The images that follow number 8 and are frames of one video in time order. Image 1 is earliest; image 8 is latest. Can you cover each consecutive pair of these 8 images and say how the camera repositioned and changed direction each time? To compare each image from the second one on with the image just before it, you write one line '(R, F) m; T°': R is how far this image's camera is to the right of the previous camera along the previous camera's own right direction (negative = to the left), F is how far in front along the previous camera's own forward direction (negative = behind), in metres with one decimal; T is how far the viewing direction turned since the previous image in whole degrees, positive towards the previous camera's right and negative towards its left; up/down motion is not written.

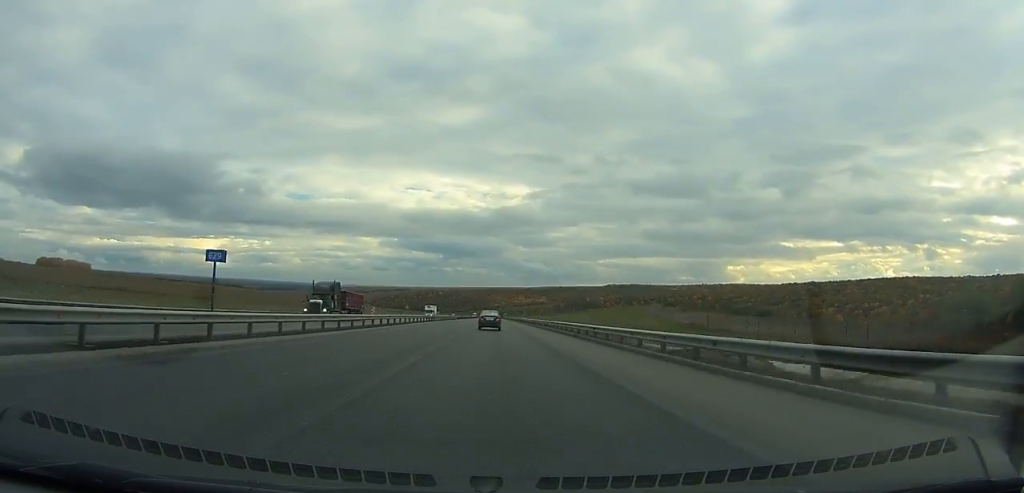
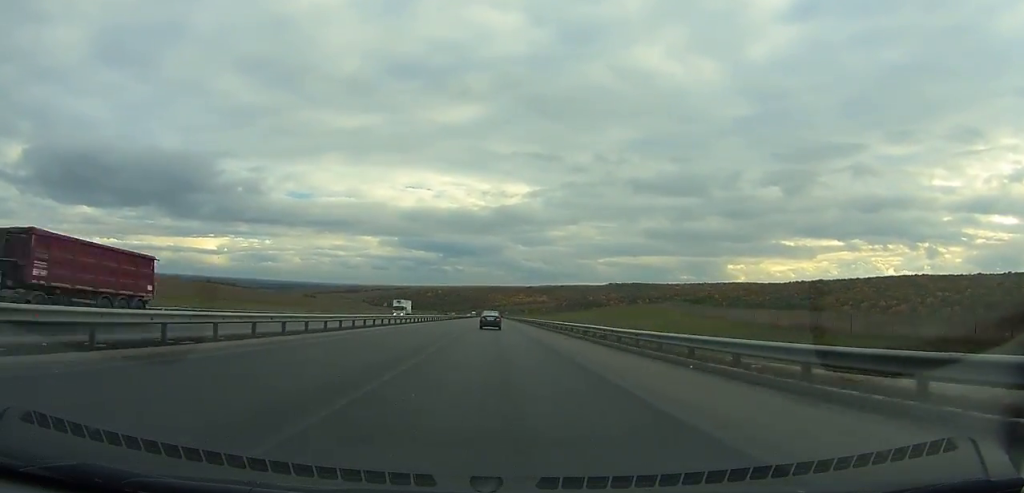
(-0.1, +33.0) m; 0°
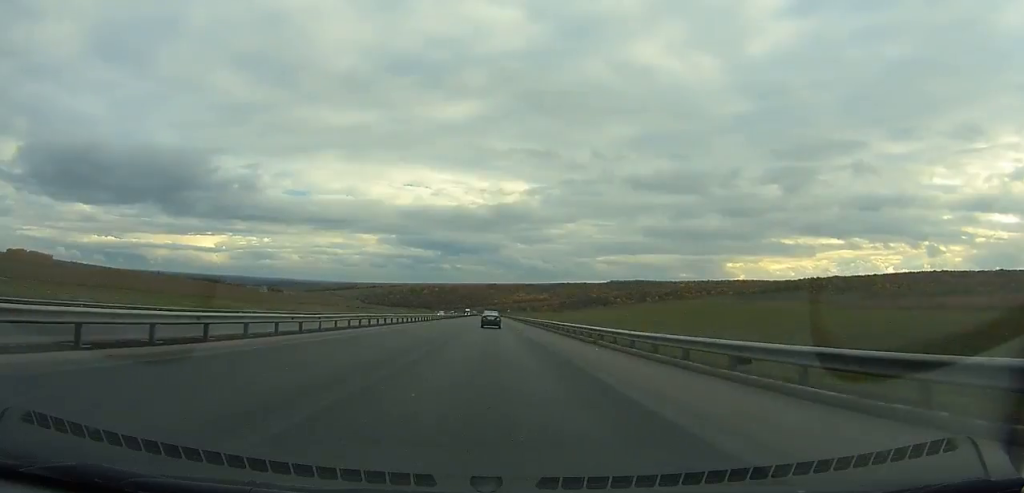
(-0.1, +68.9) m; 0°
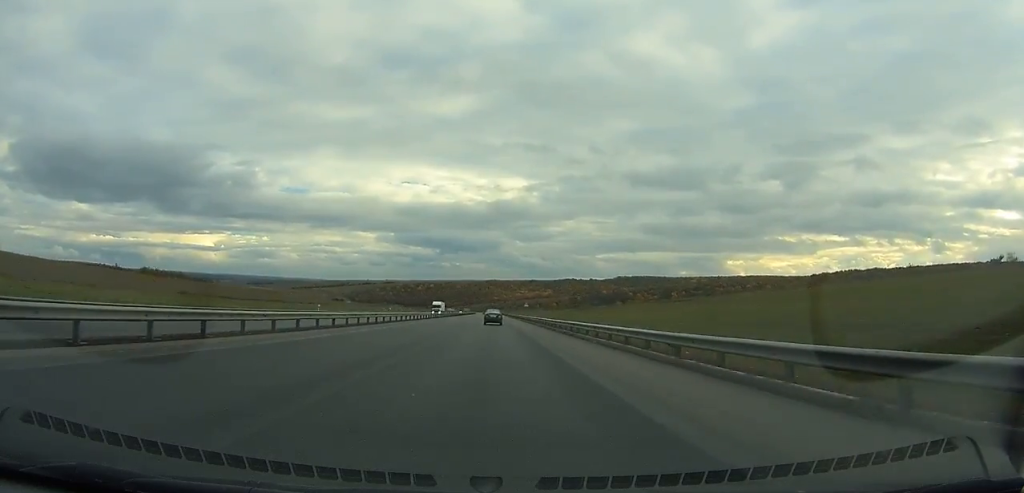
(+0.3, +137.0) m; 0°
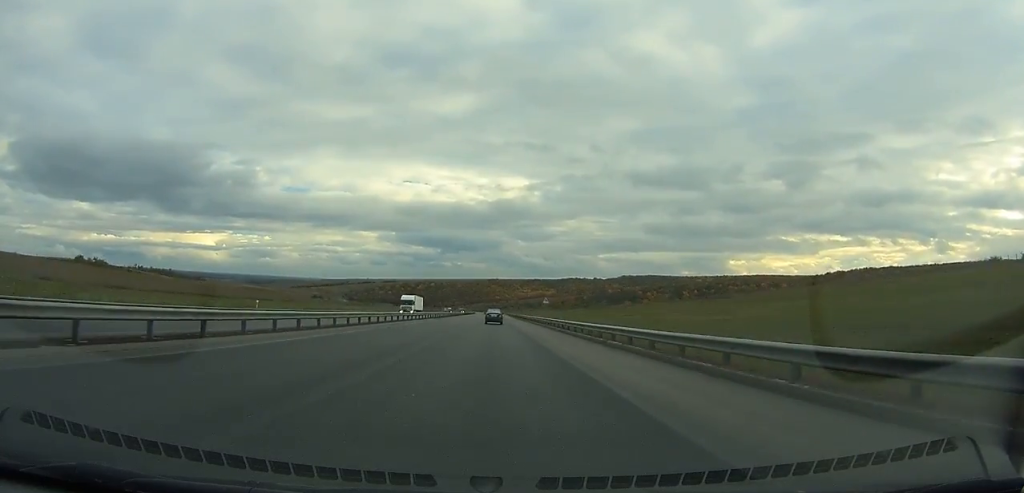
(0.0, +42.2) m; 0°
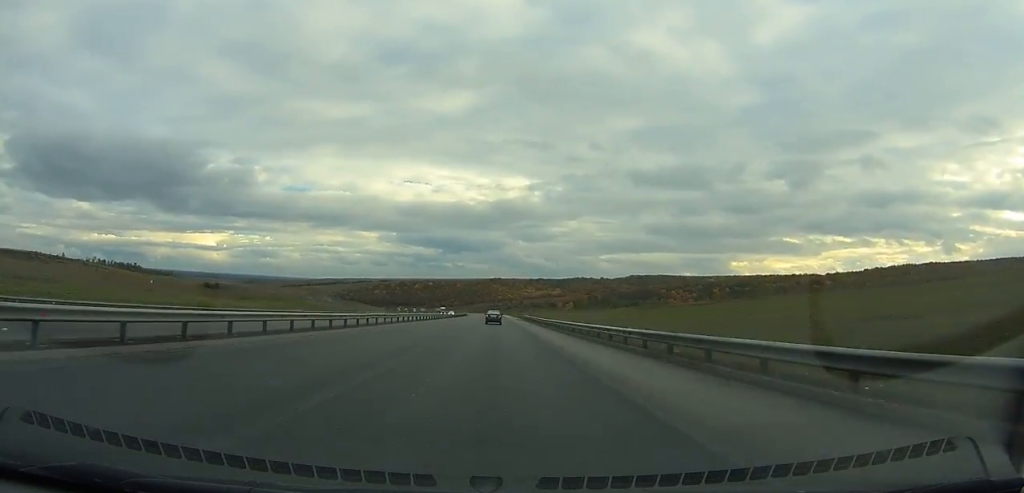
(-0.1, +107.1) m; 0°
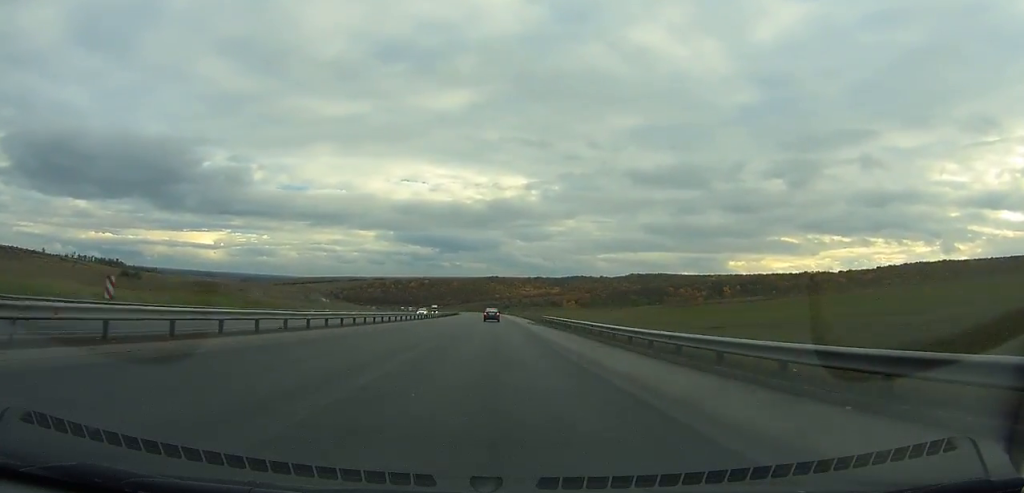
(0.0, +39.4) m; 0°
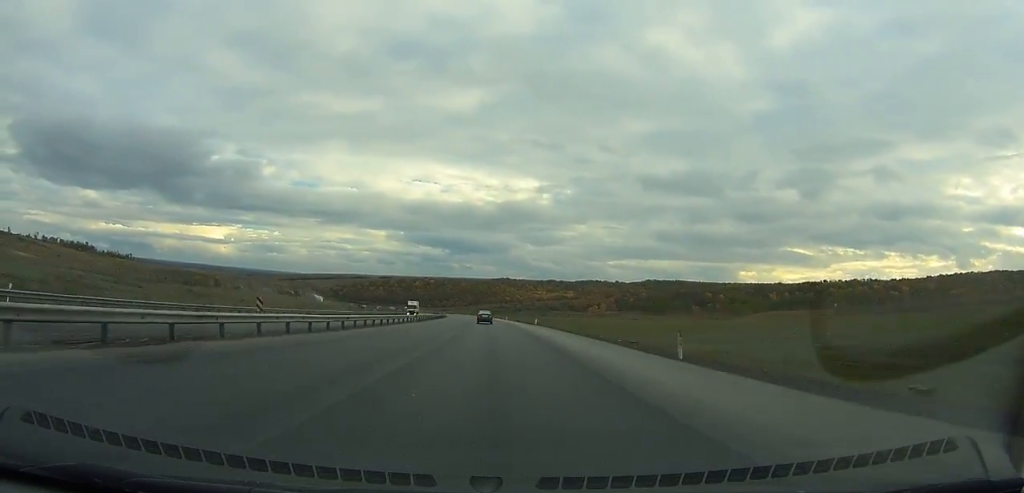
(-0.1, +93.0) m; -1°
